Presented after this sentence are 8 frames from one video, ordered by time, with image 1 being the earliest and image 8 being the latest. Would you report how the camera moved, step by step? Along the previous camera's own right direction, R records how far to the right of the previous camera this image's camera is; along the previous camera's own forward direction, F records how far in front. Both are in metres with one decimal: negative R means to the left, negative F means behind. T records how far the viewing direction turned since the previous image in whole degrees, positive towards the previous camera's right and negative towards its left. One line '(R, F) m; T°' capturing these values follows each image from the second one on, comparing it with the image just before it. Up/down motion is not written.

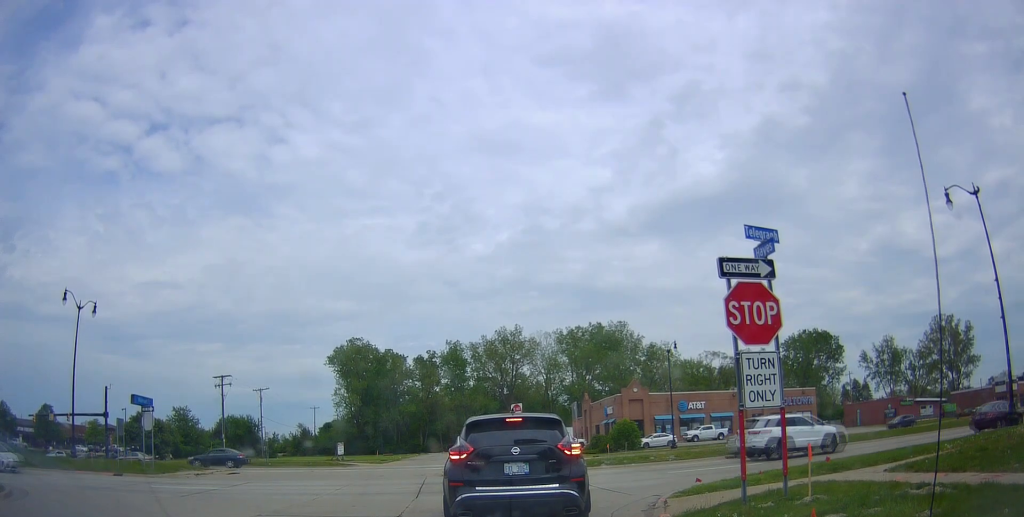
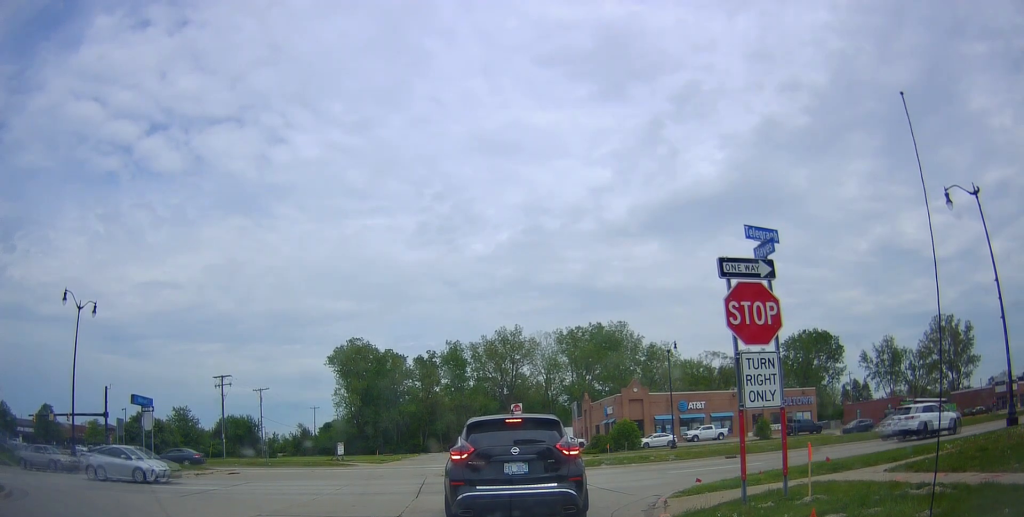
(0.0, 0.0) m; 0°
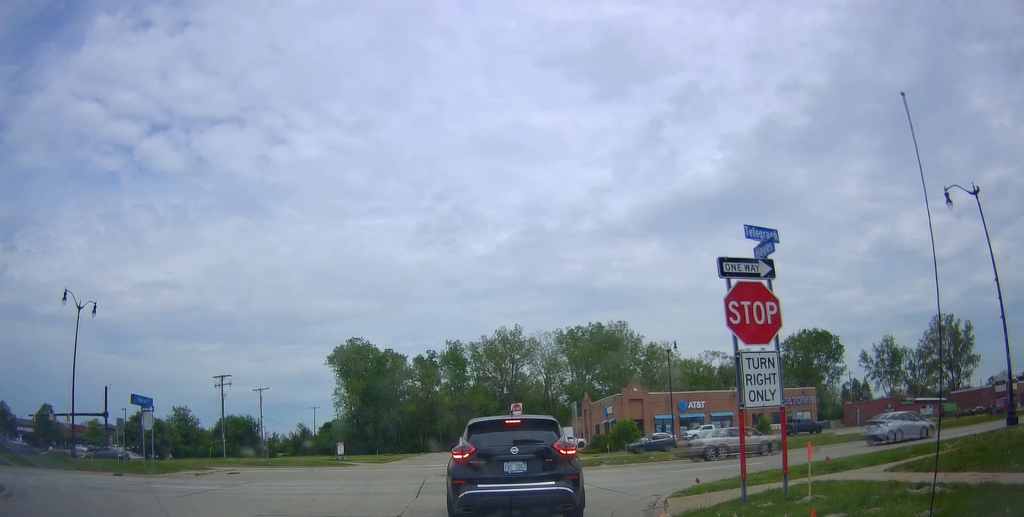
(0.0, 0.0) m; 0°
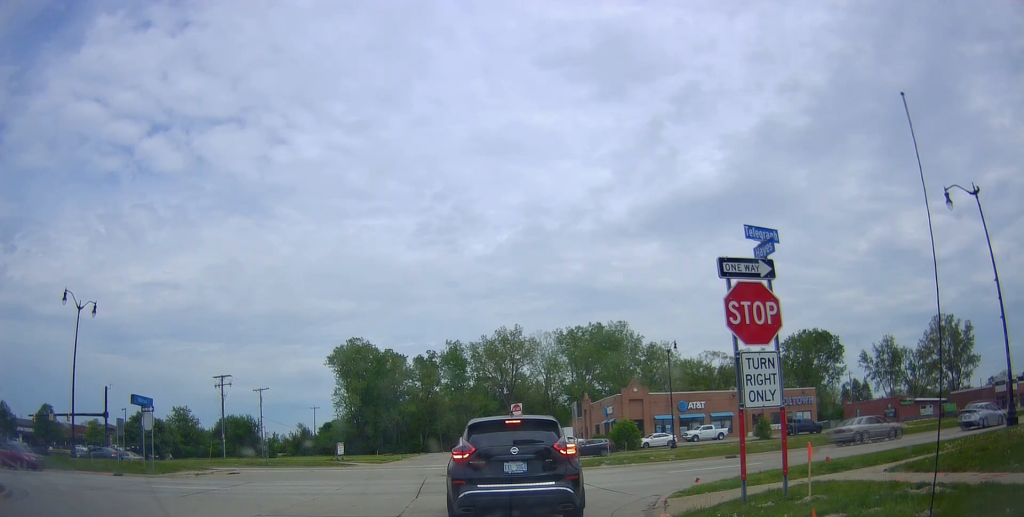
(0.0, 0.0) m; 0°
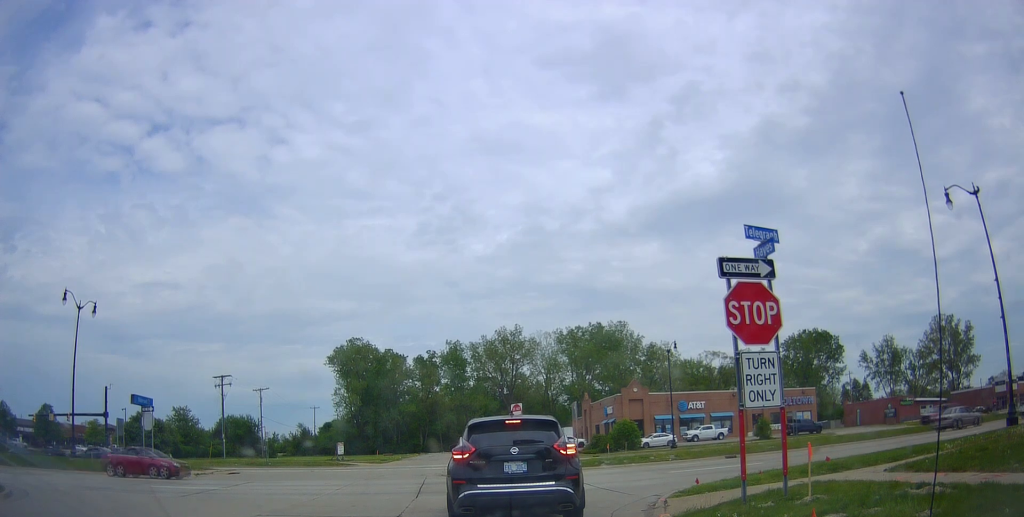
(0.0, 0.0) m; 0°
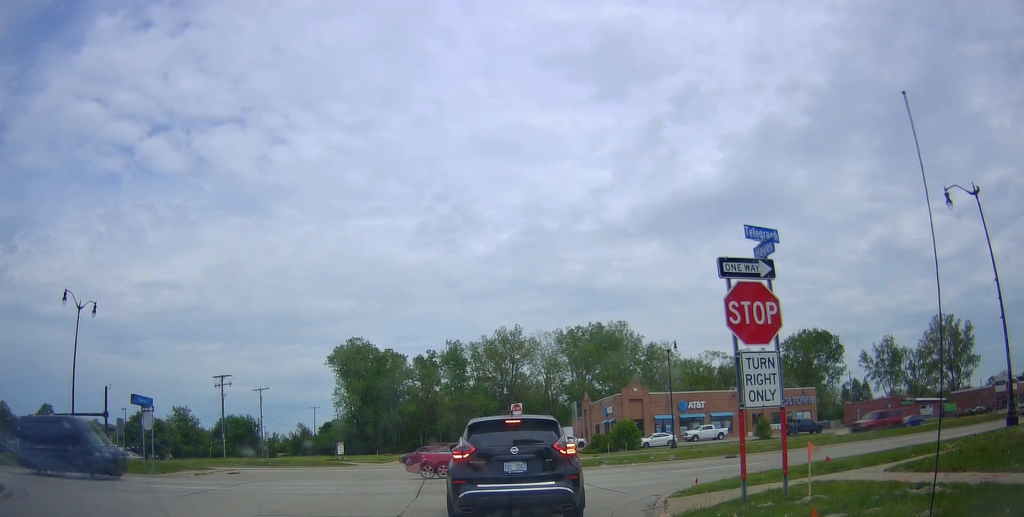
(0.0, 0.0) m; 0°
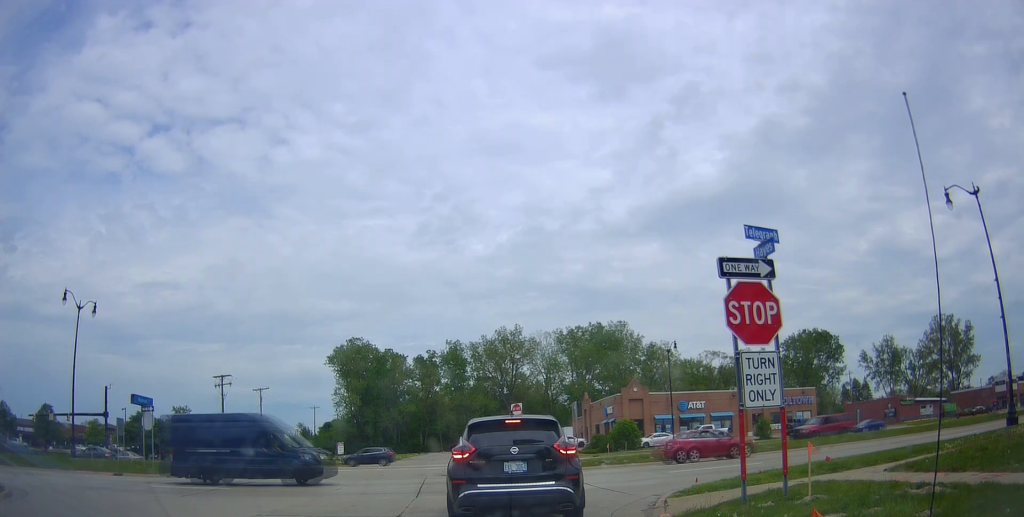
(0.0, 0.0) m; 0°
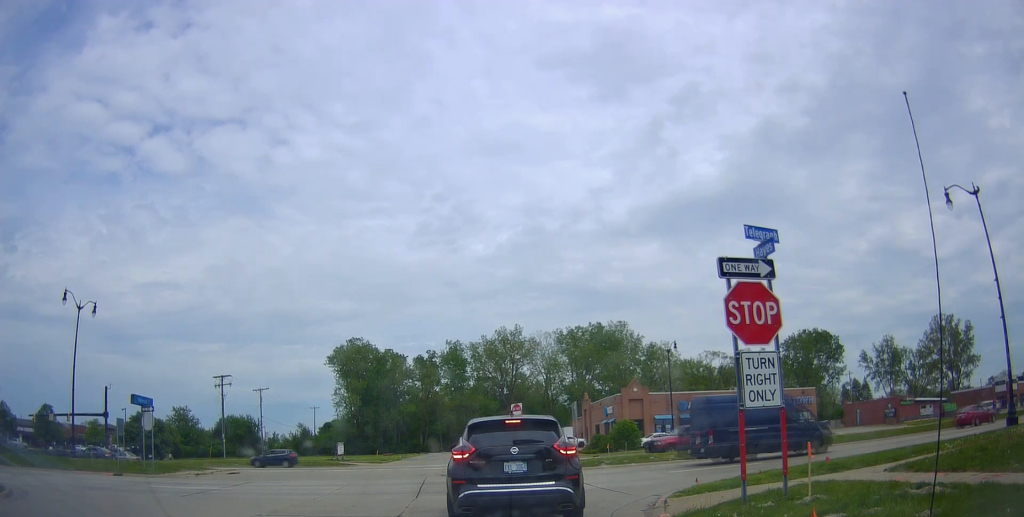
(0.0, 0.0) m; 0°
